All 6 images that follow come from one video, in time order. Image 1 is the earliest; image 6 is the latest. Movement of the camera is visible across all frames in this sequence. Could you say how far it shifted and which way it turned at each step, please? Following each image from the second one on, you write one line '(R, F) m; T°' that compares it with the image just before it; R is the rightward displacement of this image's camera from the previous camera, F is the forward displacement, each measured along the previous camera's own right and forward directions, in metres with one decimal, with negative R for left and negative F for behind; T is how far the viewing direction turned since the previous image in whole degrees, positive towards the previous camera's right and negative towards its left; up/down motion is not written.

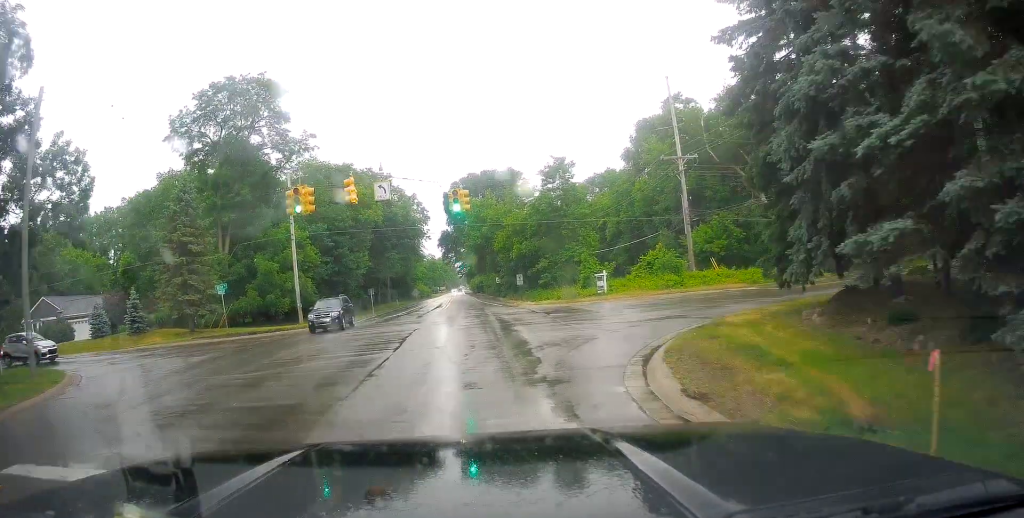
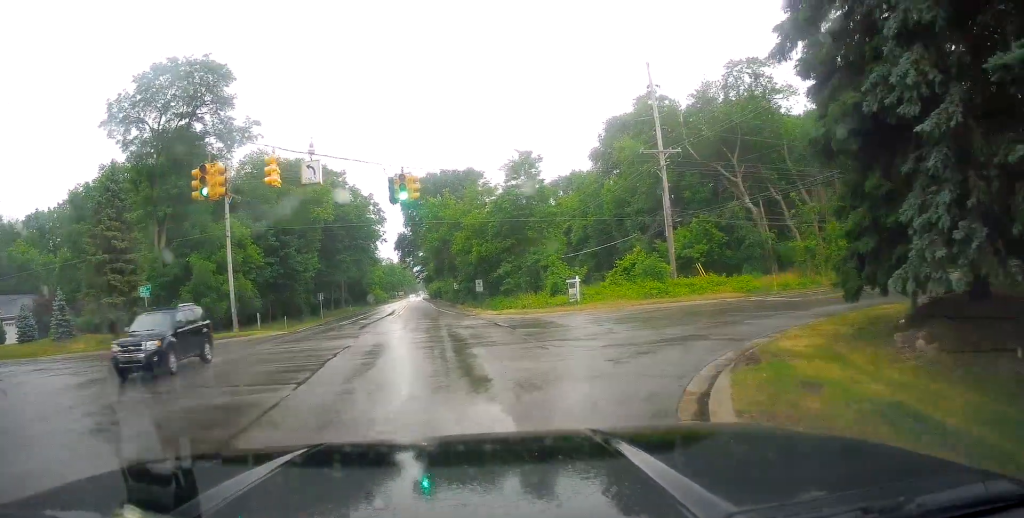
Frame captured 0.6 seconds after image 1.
(+0.3, +5.7) m; +4°
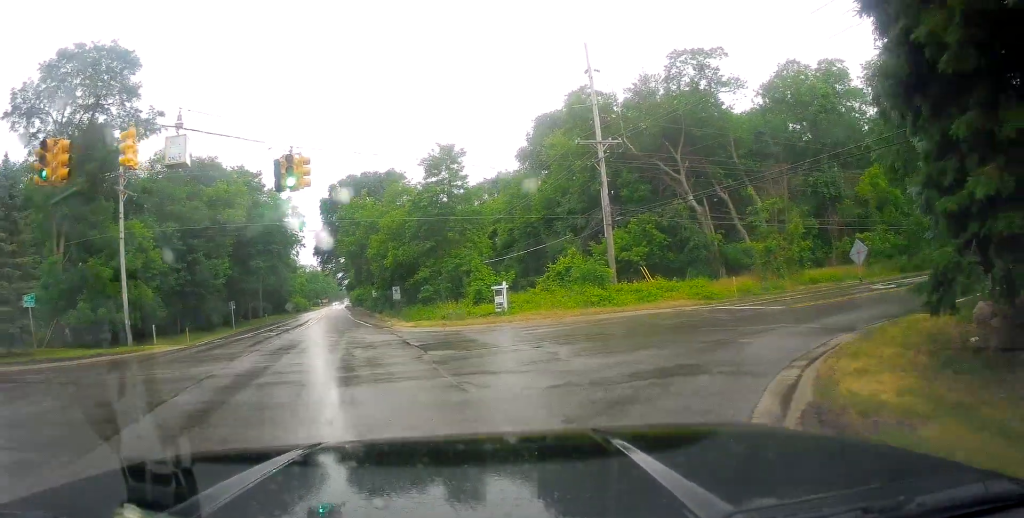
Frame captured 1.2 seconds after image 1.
(+0.2, +5.4) m; +6°
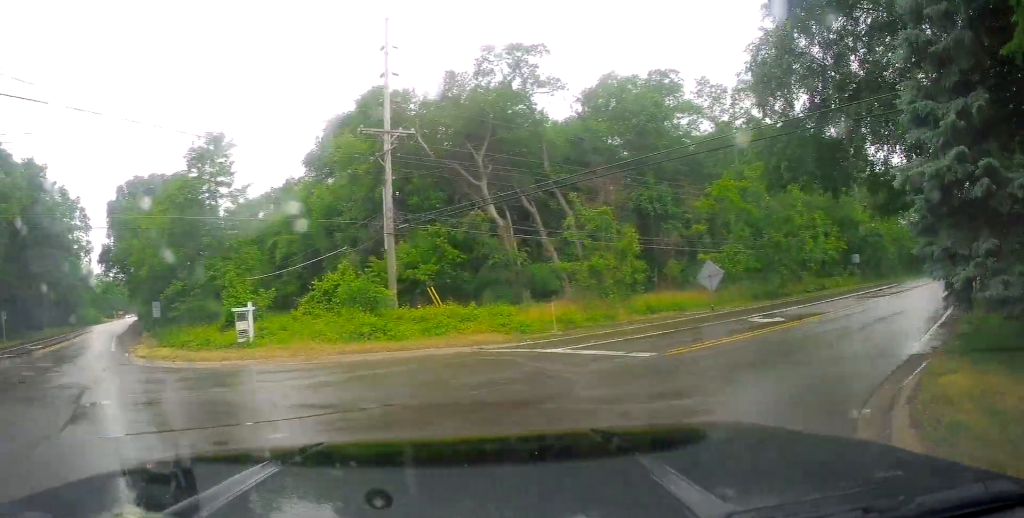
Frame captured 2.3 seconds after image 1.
(+0.8, +6.8) m; +20°
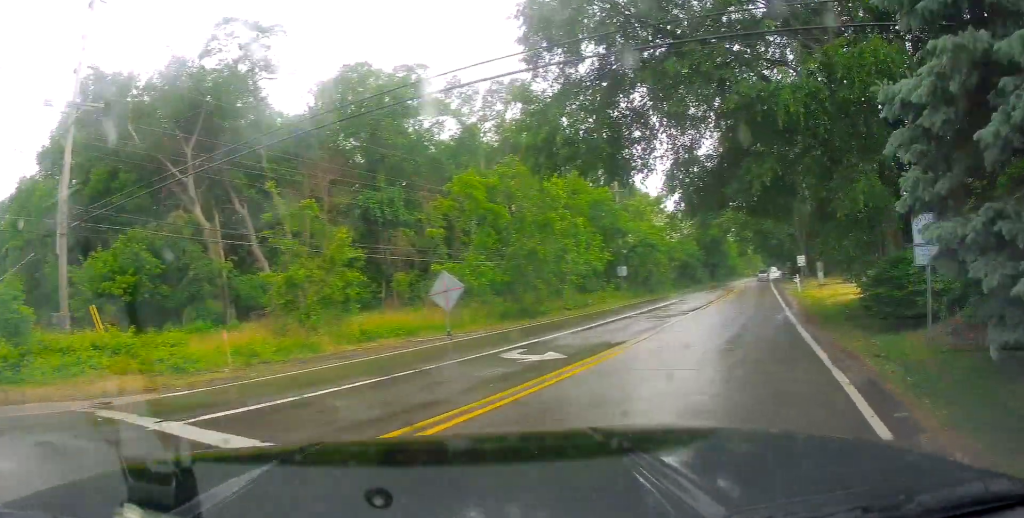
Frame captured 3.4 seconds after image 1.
(+1.8, +6.1) m; +29°
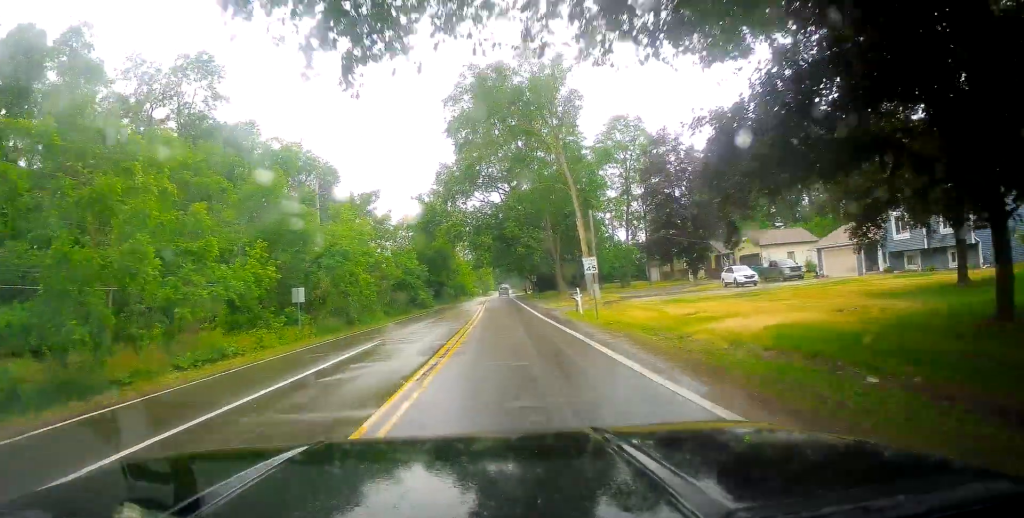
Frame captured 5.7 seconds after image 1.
(+4.8, +14.7) m; +28°
